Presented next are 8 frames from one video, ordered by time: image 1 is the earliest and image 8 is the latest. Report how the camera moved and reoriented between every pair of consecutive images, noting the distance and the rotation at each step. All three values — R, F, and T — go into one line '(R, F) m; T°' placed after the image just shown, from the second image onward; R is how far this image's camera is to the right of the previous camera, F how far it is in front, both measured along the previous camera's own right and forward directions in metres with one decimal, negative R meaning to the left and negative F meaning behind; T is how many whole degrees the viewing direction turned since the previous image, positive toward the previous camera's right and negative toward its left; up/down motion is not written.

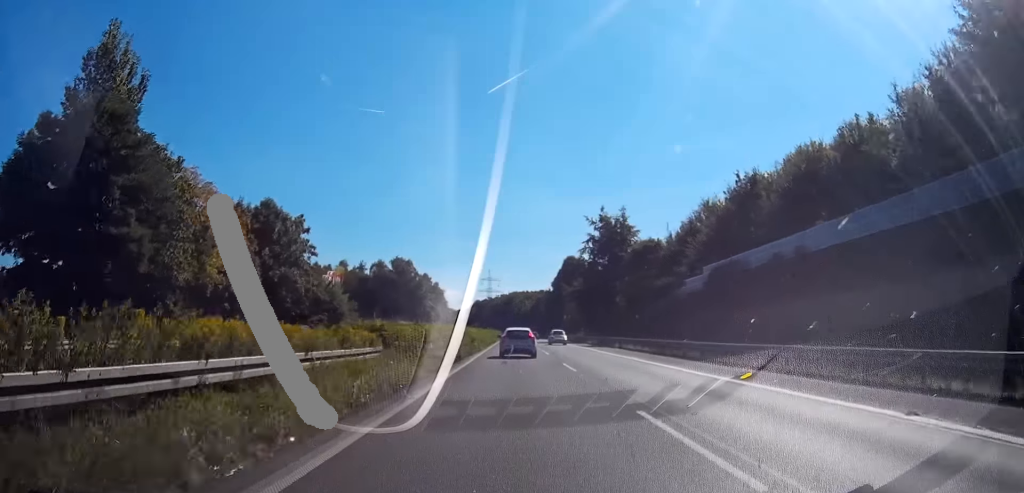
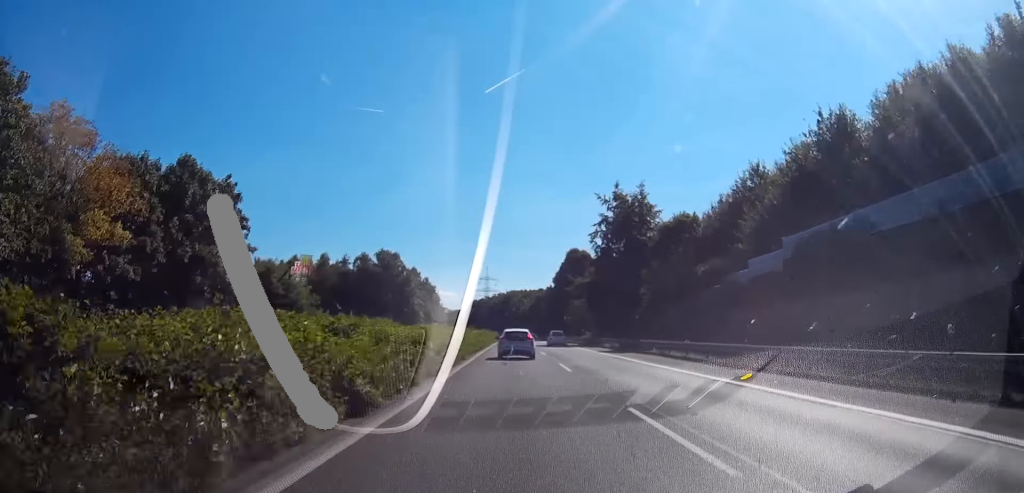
(-0.1, +16.3) m; 0°
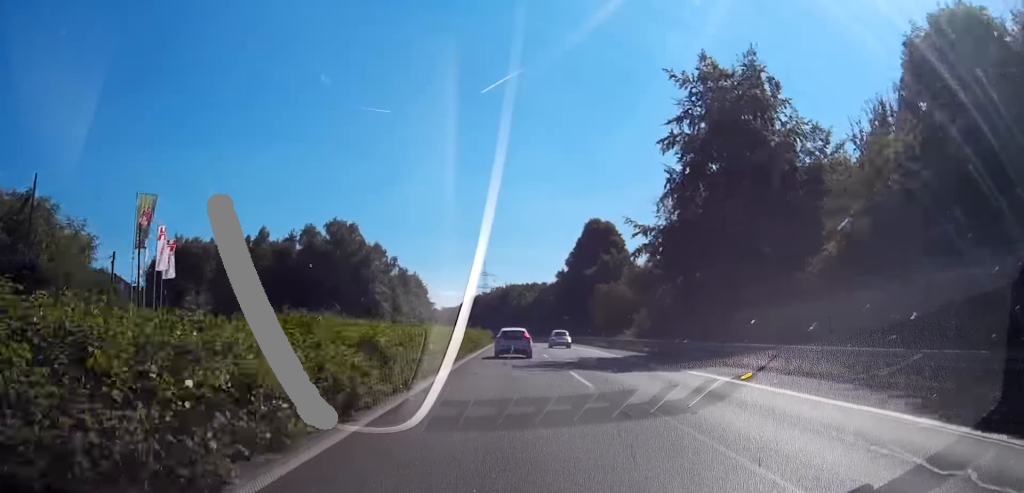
(+0.1, +41.7) m; +1°
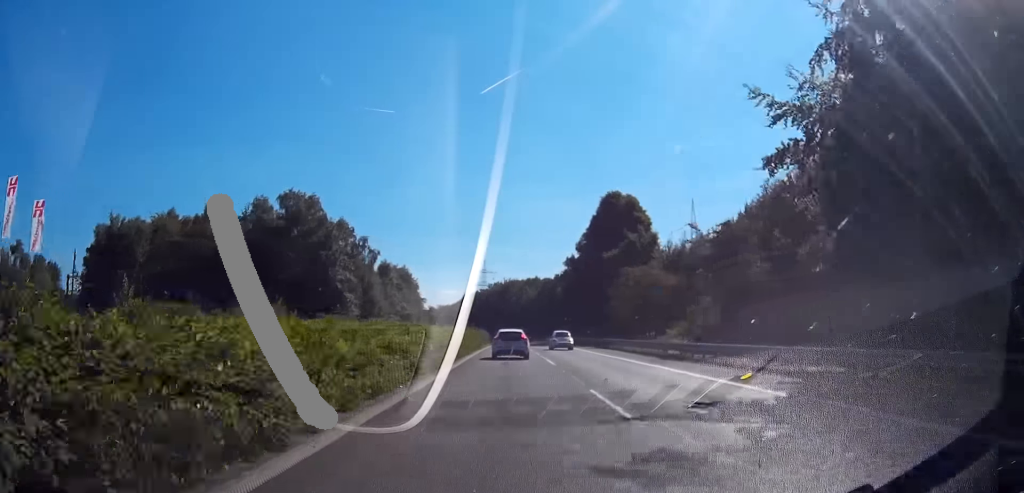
(+0.1, +22.5) m; 0°
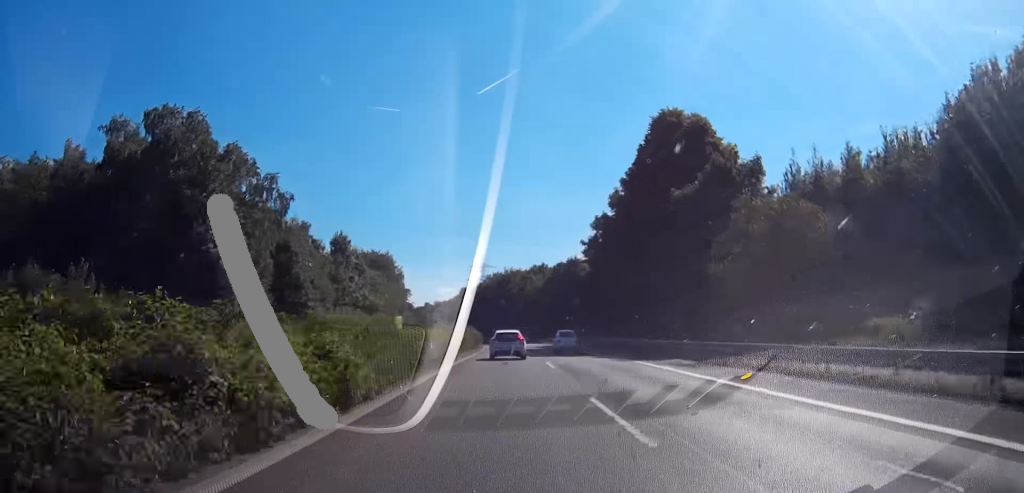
(-0.3, +35.3) m; -1°
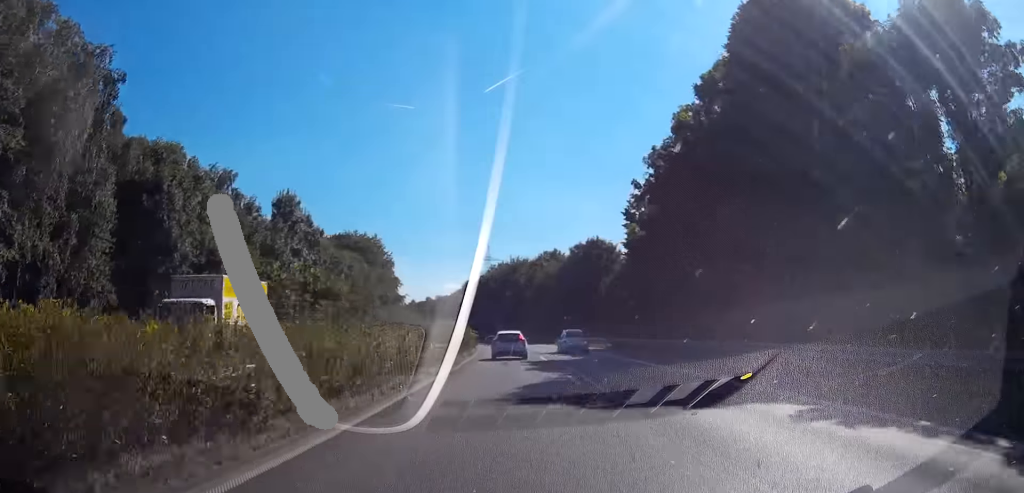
(-0.1, +26.7) m; -1°
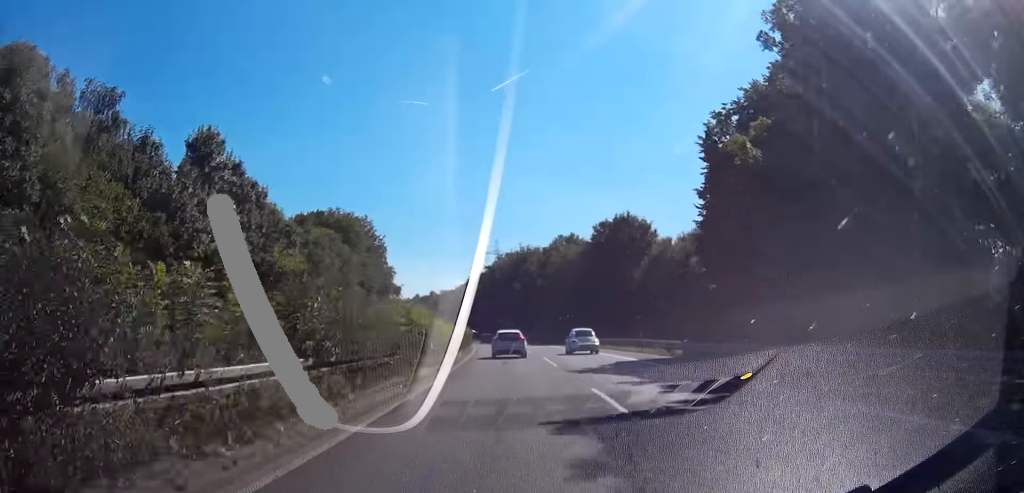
(-0.3, +22.5) m; -2°
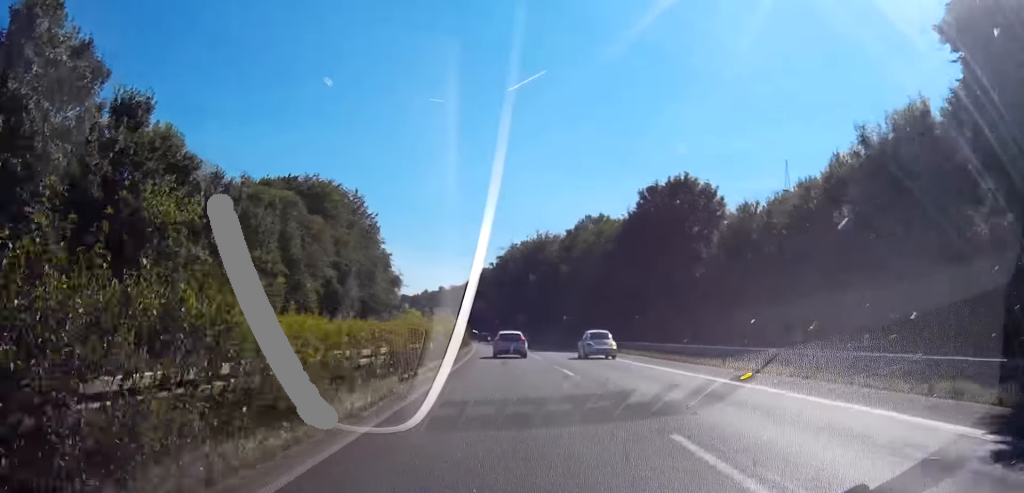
(-0.6, +25.7) m; -1°
